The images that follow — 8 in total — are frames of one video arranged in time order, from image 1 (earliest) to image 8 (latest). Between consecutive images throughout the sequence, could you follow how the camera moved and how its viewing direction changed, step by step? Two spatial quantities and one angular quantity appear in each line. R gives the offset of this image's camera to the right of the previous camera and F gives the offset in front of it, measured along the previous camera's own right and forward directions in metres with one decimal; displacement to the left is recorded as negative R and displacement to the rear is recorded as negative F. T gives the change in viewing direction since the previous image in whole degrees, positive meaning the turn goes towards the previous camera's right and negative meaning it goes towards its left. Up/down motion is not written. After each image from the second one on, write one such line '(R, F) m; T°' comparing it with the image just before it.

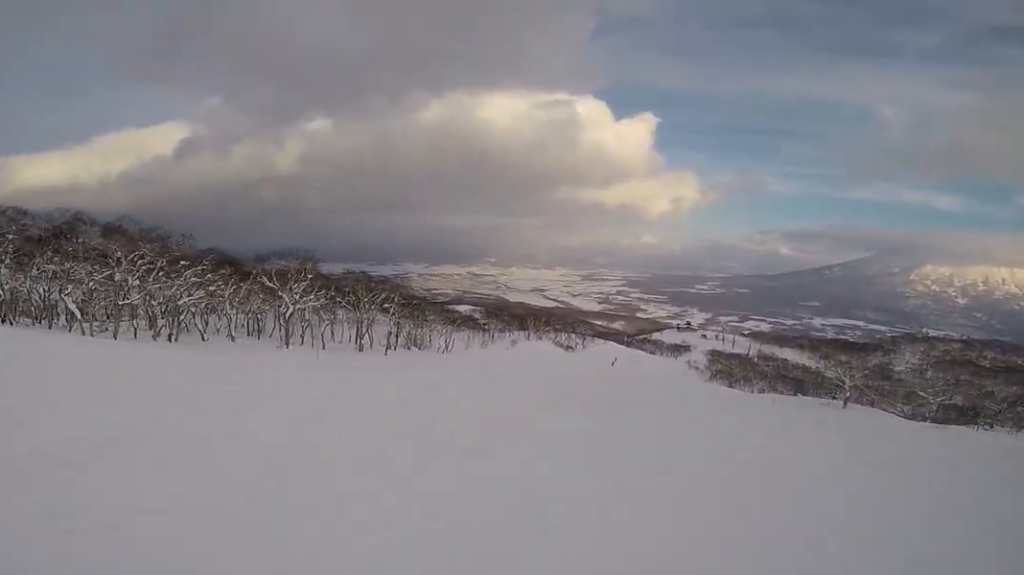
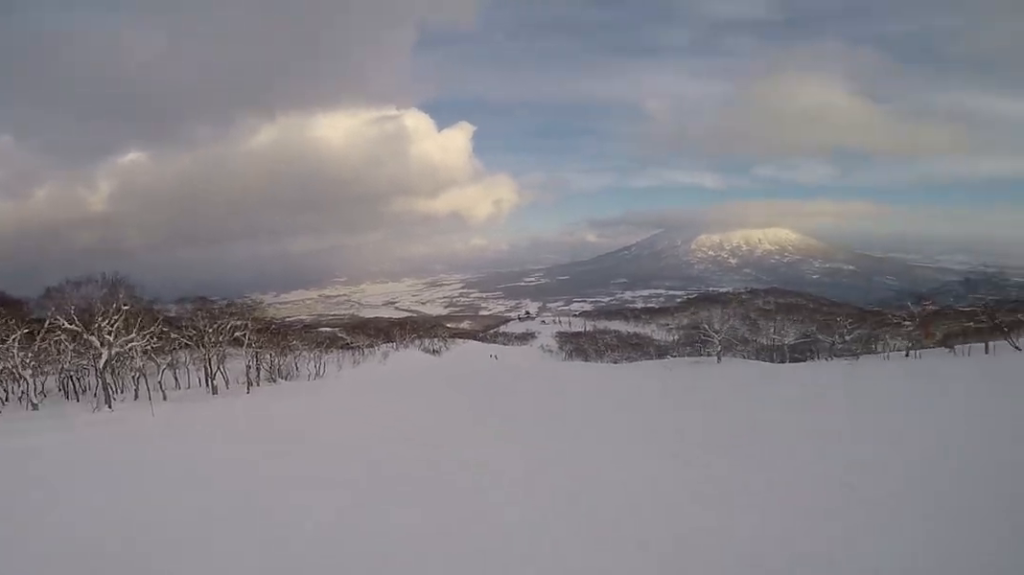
(+0.6, +9.2) m; +6°
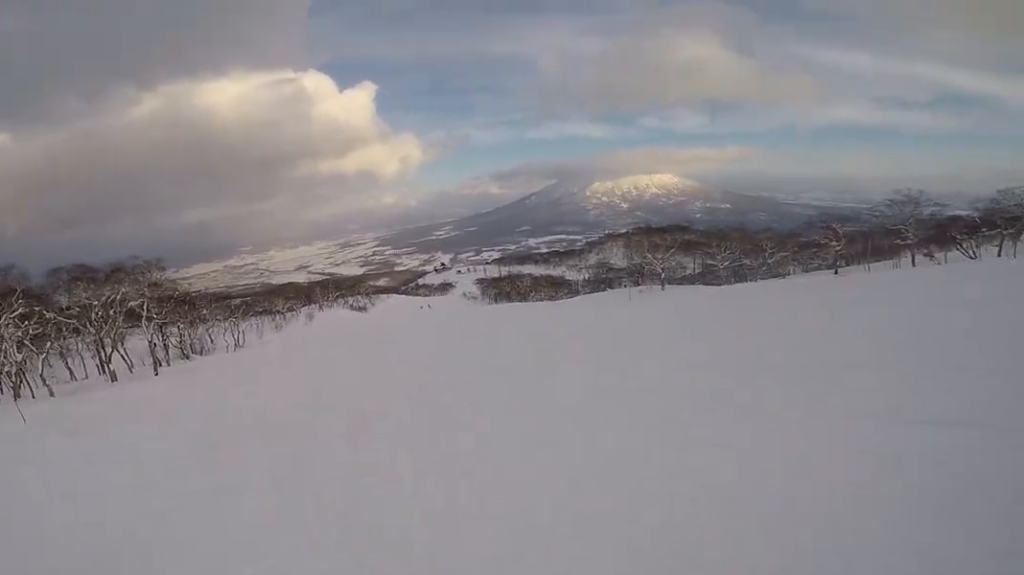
(+0.4, +7.2) m; +6°
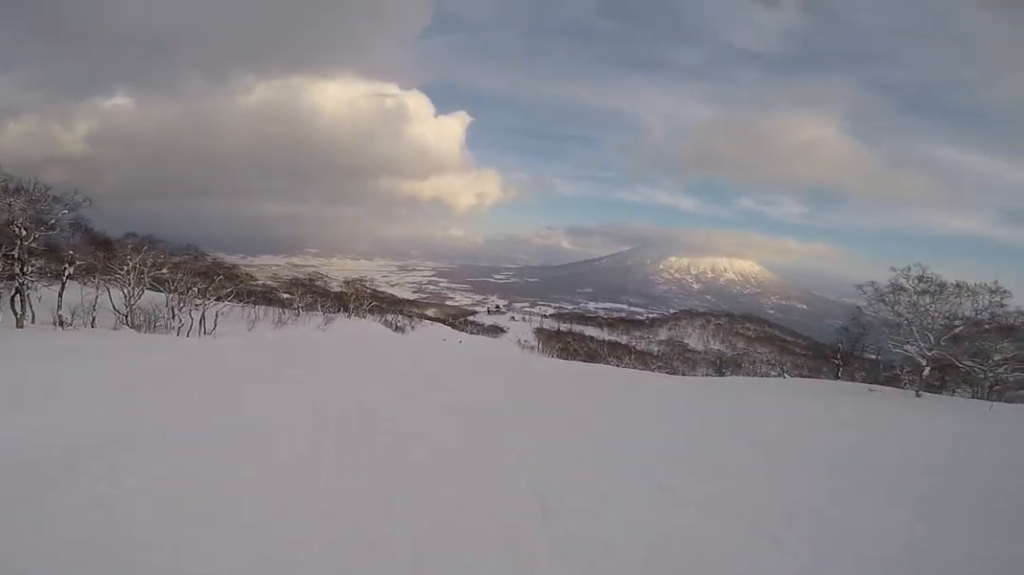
(+2.4, +26.3) m; +1°
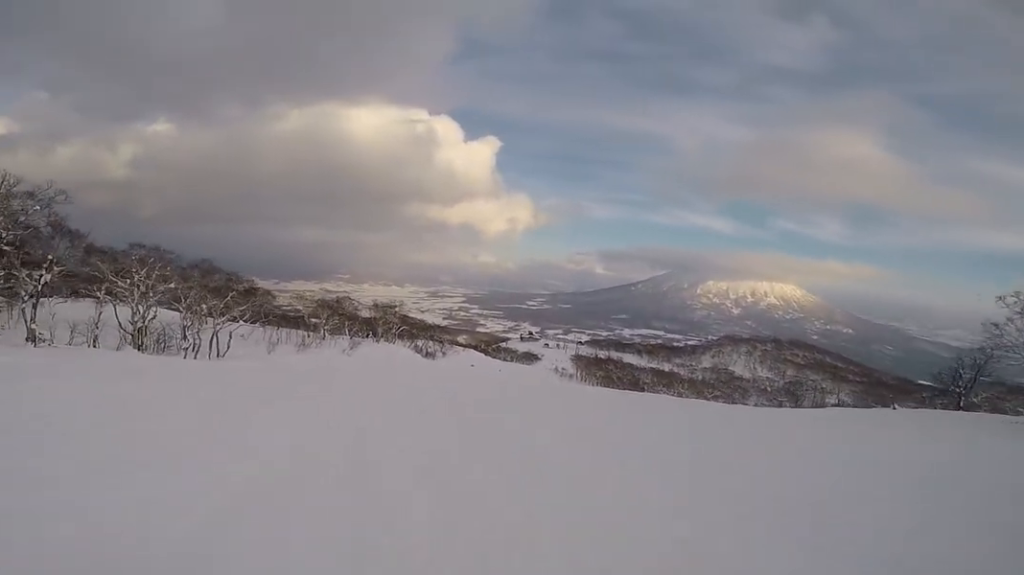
(-0.1, +6.4) m; +1°
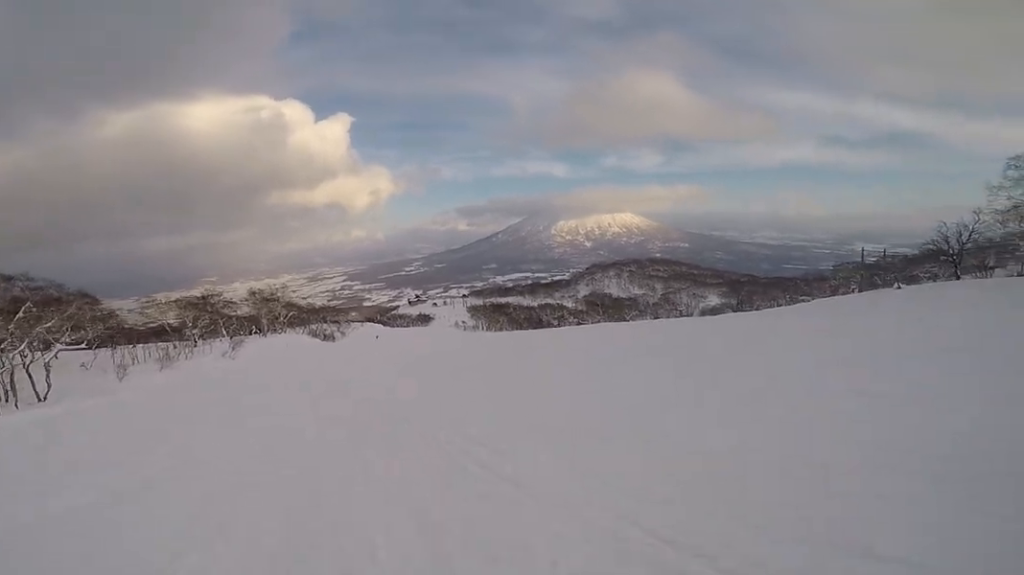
(+0.9, +12.6) m; +8°
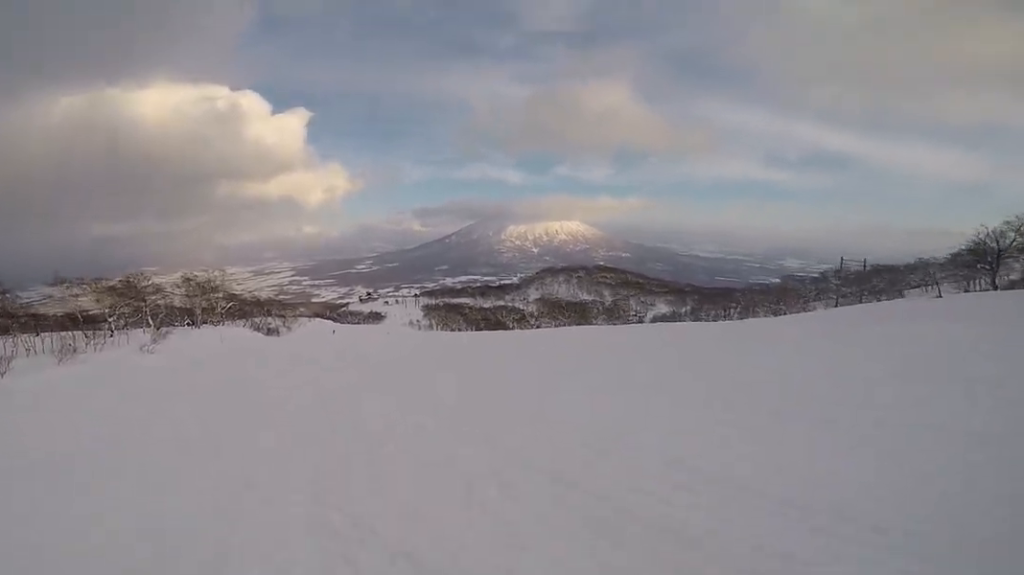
(+0.5, +7.7) m; +4°
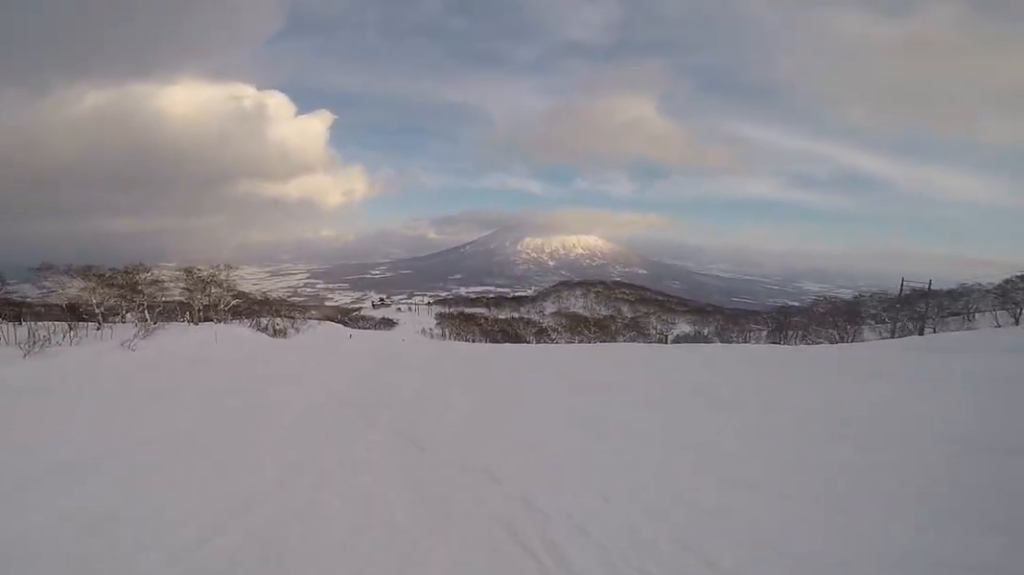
(0.0, +5.7) m; 0°
